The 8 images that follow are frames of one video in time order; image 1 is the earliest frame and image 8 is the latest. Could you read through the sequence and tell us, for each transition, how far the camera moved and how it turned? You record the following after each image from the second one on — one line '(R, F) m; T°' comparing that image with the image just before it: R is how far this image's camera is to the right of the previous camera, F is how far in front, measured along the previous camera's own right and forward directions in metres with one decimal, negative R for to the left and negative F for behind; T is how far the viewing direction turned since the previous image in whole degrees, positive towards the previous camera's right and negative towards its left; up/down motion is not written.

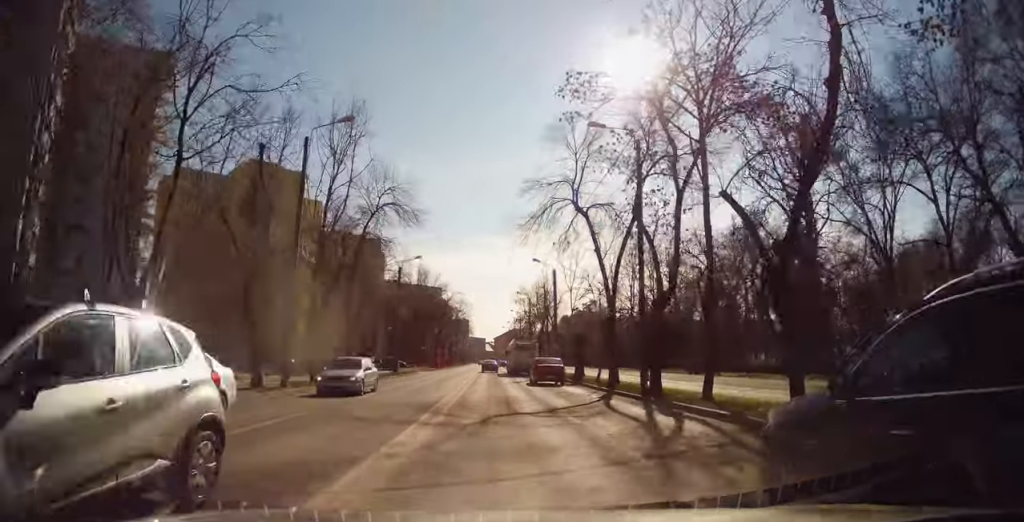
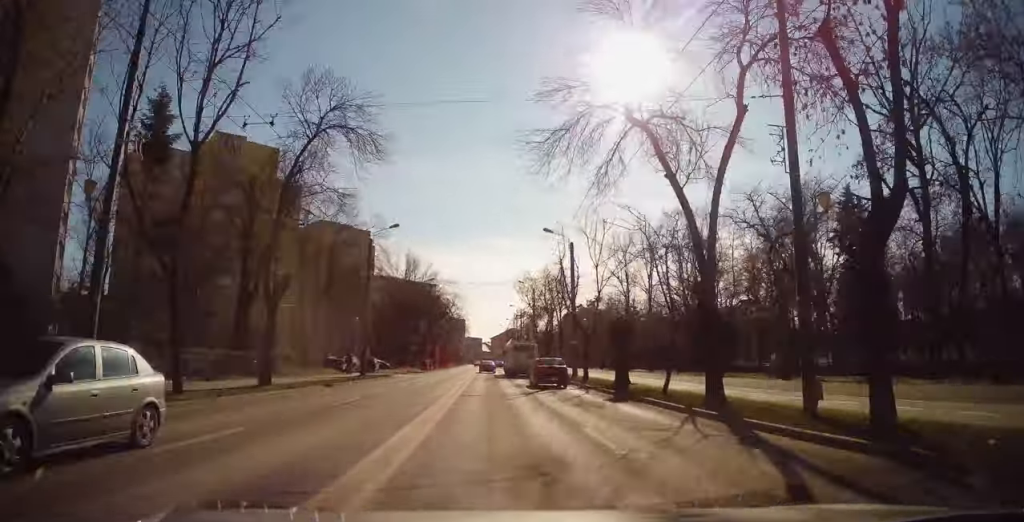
(0.0, +11.1) m; 0°
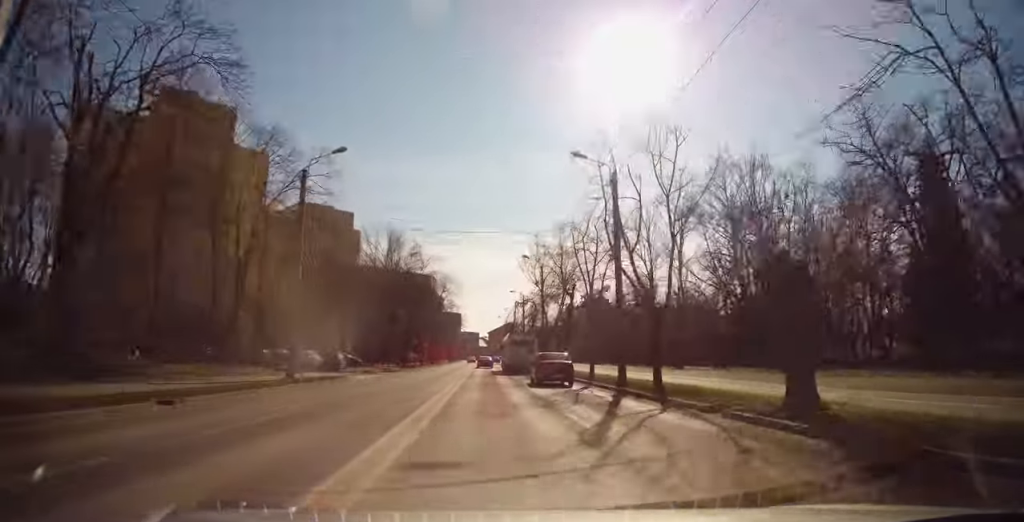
(+0.1, +13.4) m; 0°
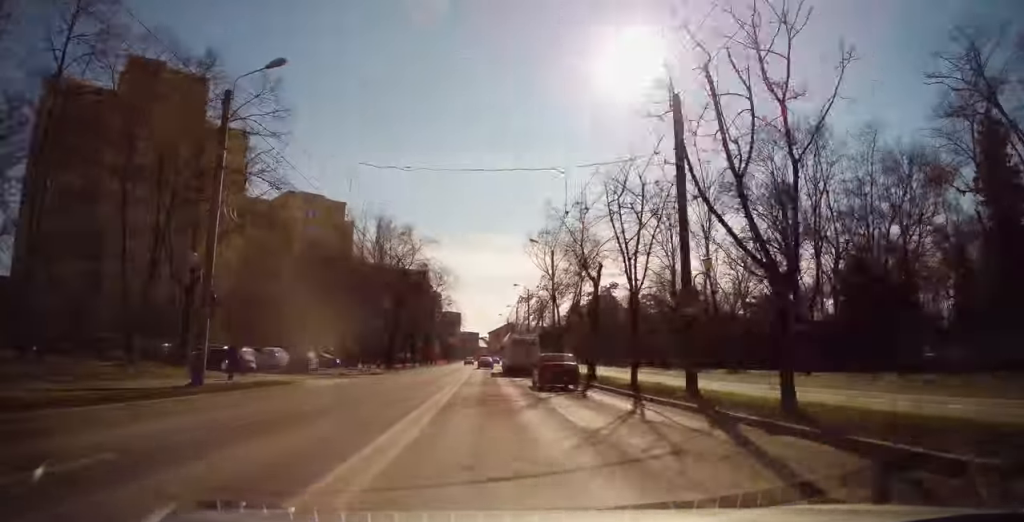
(-0.1, +8.1) m; 0°
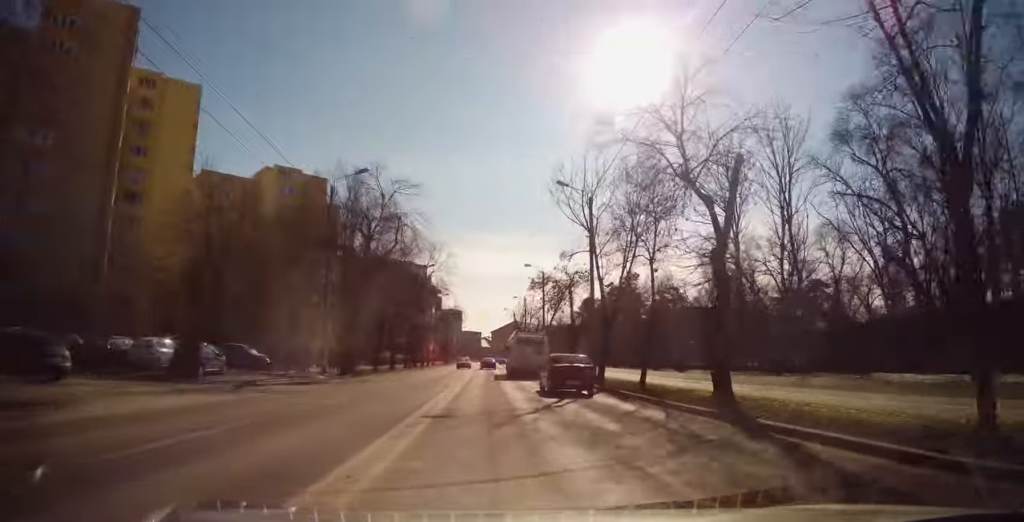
(+0.1, +15.9) m; 0°
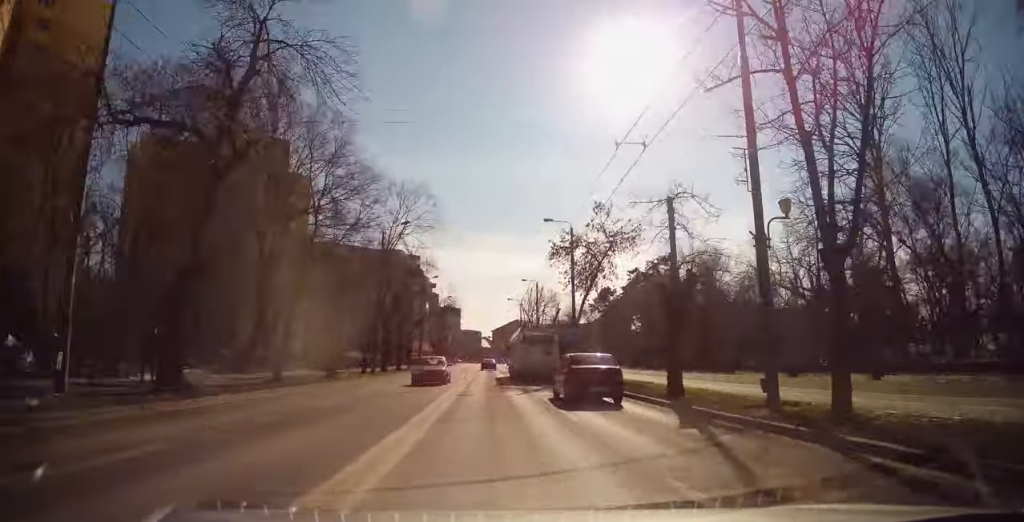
(-0.1, +19.3) m; +1°
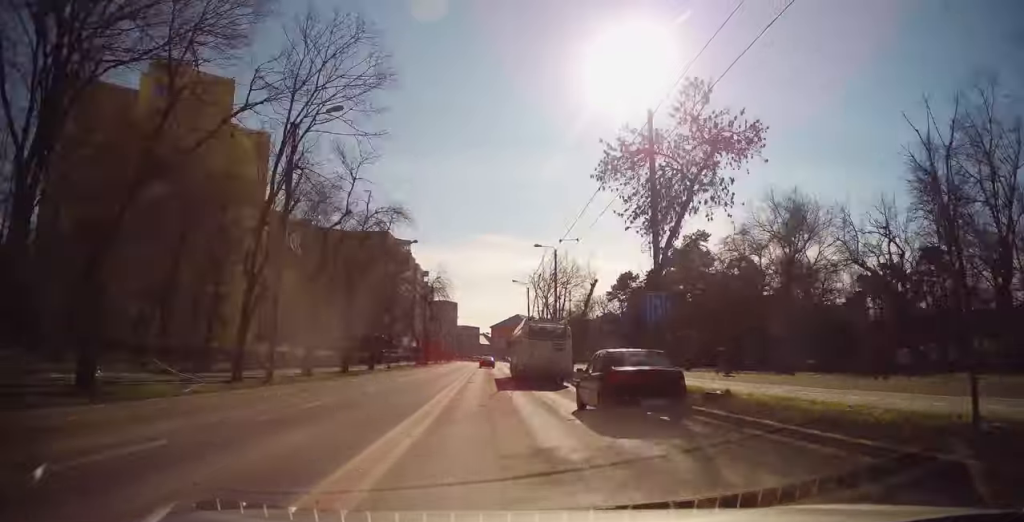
(+0.3, +18.3) m; 0°
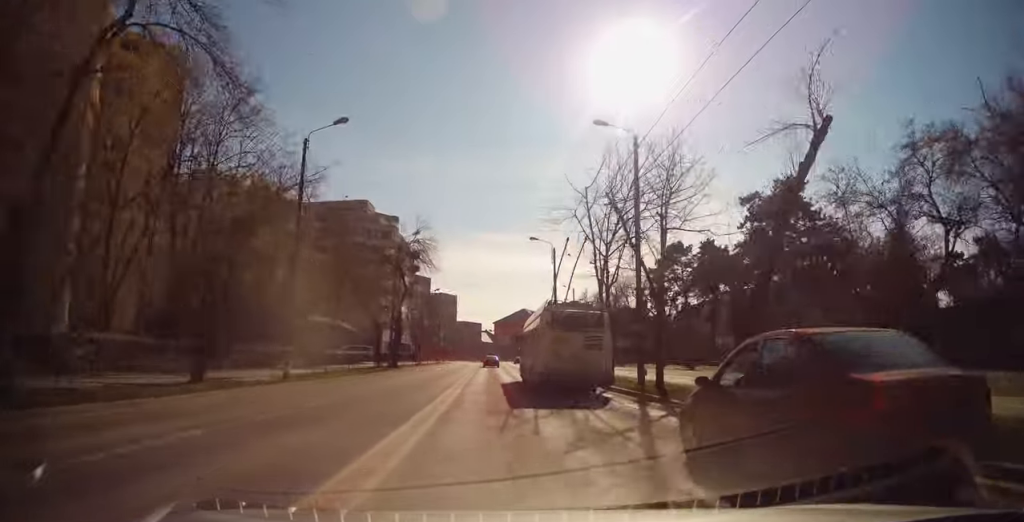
(-0.2, +24.7) m; -1°
